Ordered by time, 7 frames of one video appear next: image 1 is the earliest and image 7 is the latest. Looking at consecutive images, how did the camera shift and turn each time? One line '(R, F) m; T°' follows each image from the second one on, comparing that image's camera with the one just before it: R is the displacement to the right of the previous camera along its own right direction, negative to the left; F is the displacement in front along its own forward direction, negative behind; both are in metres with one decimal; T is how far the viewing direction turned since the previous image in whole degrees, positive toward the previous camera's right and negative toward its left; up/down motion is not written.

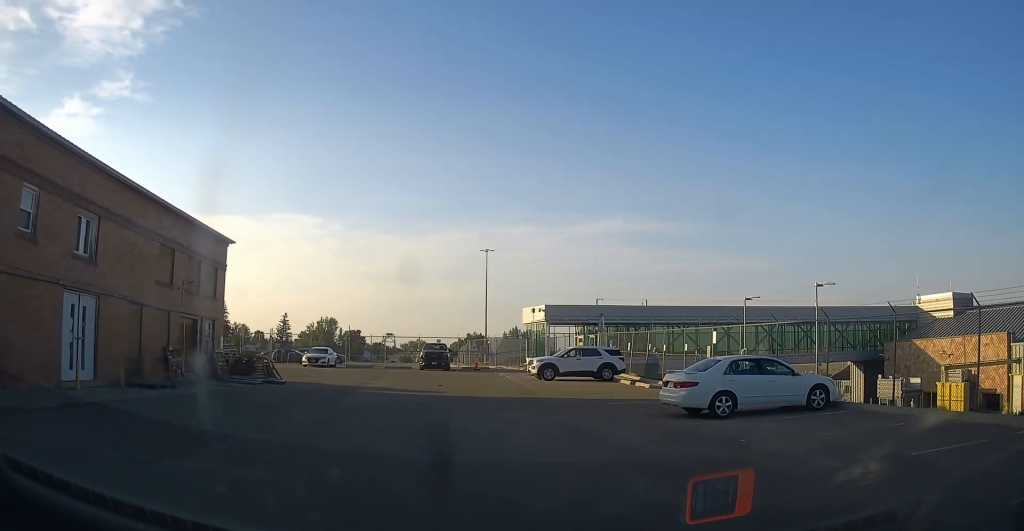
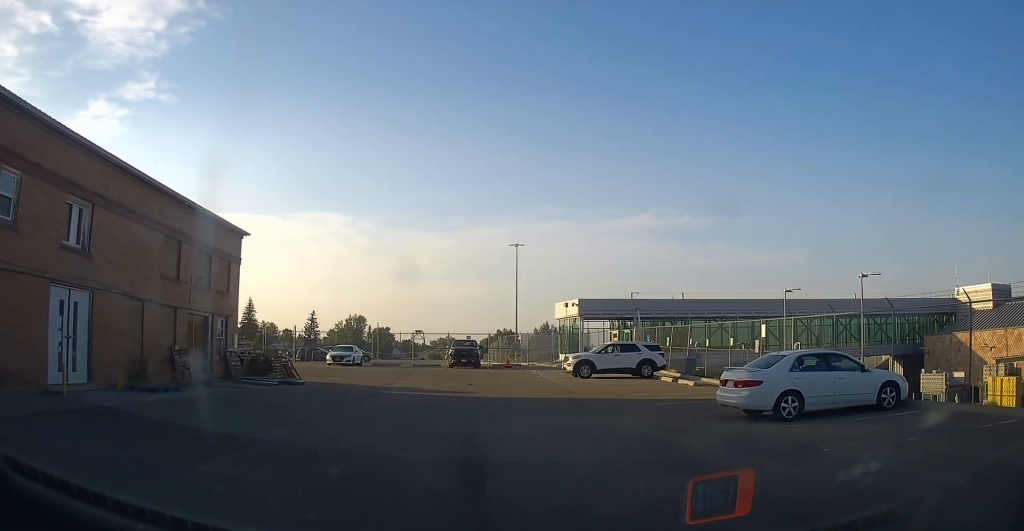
(-0.2, +1.8) m; -5°
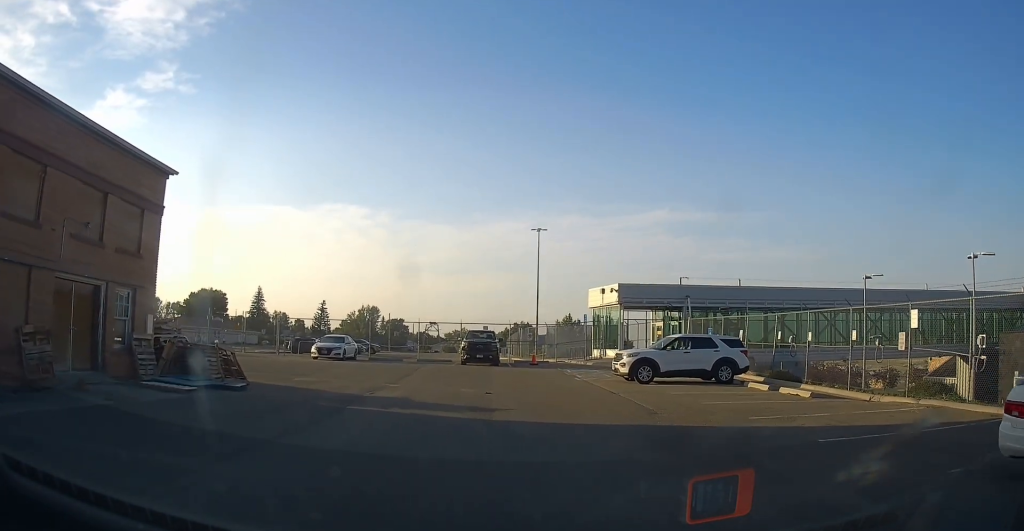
(-0.2, +8.4) m; -2°
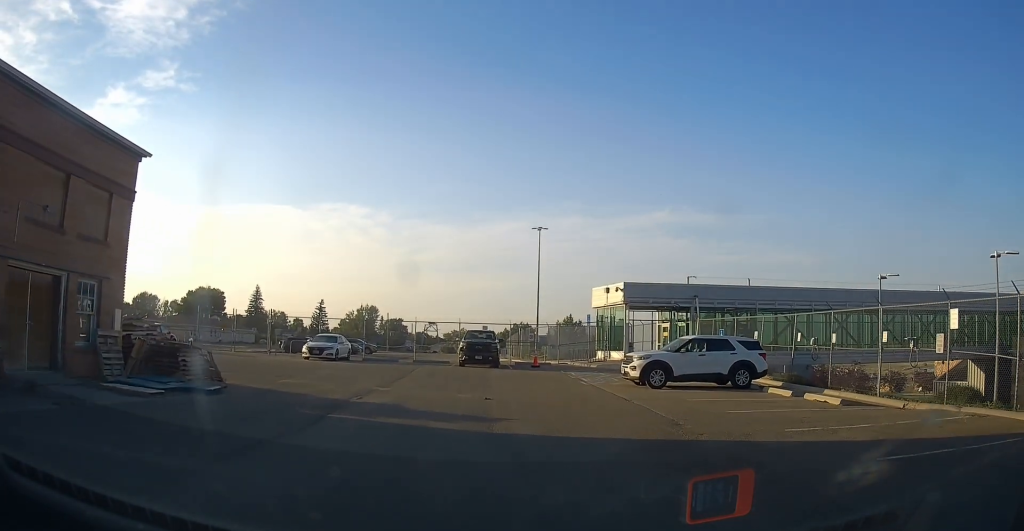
(0.0, +1.8) m; 0°
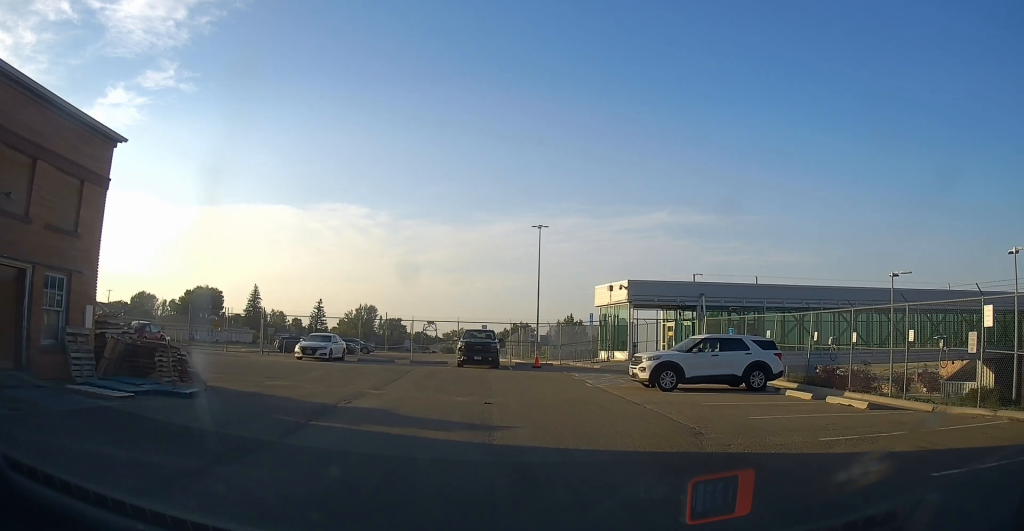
(0.0, +1.4) m; 0°
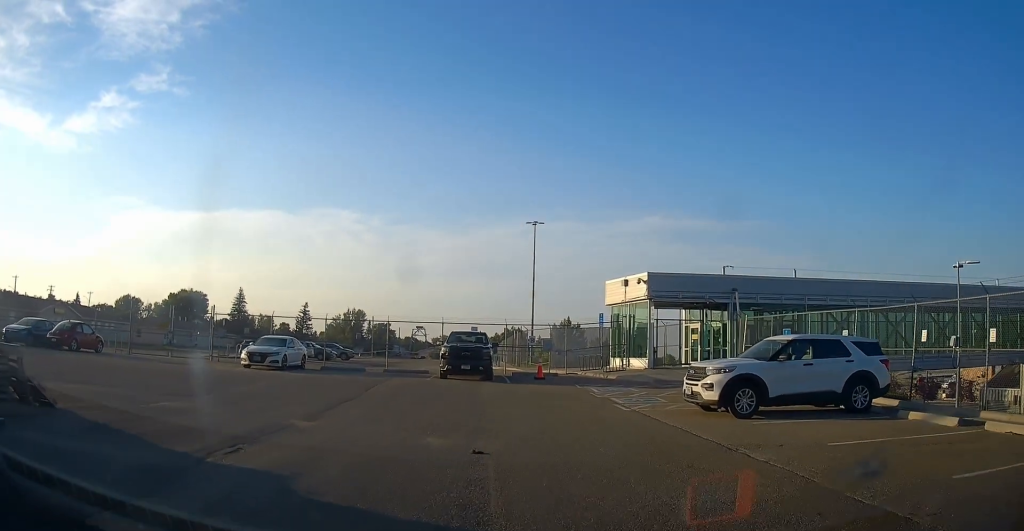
(0.0, +6.9) m; 0°
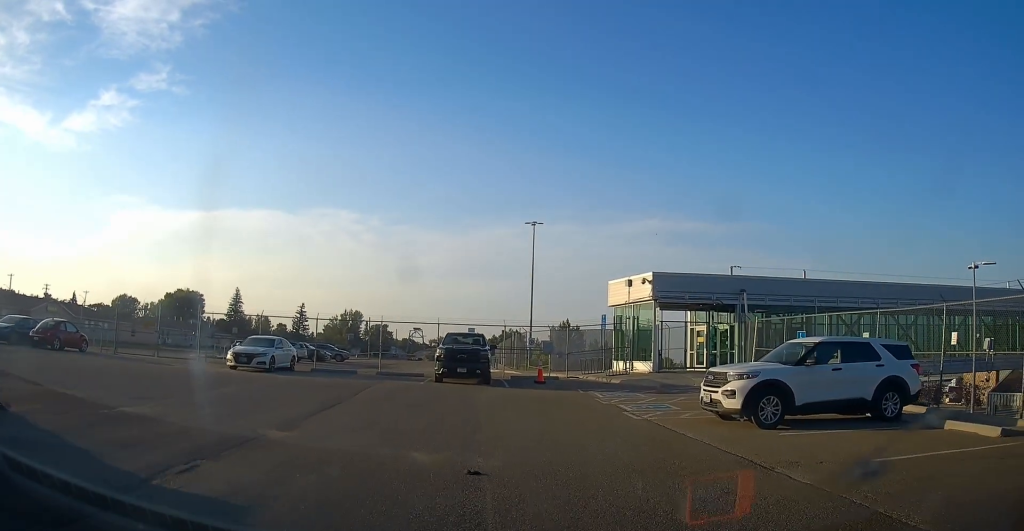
(0.0, +1.3) m; 0°
